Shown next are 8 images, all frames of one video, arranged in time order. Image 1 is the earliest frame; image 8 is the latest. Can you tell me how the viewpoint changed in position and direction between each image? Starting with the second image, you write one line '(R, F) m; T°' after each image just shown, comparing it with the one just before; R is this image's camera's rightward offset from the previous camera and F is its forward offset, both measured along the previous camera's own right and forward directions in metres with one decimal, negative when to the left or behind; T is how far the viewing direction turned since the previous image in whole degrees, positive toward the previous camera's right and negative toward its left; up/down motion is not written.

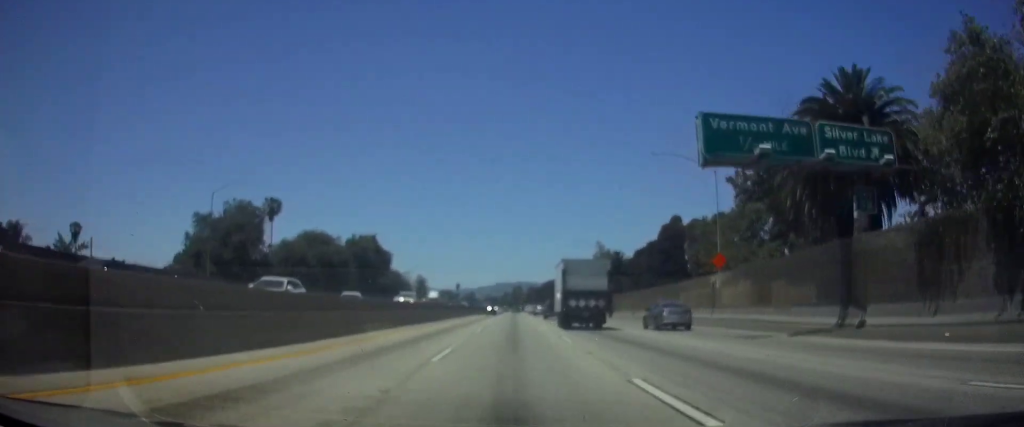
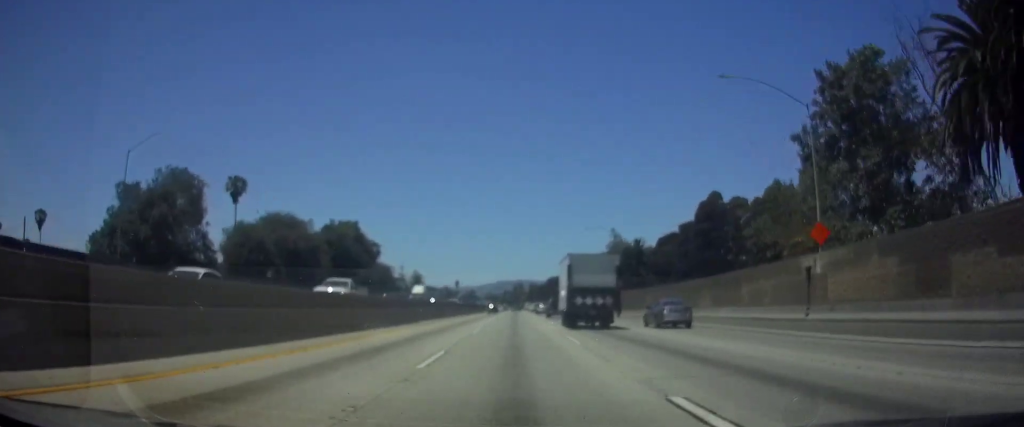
(-0.1, +17.1) m; 0°
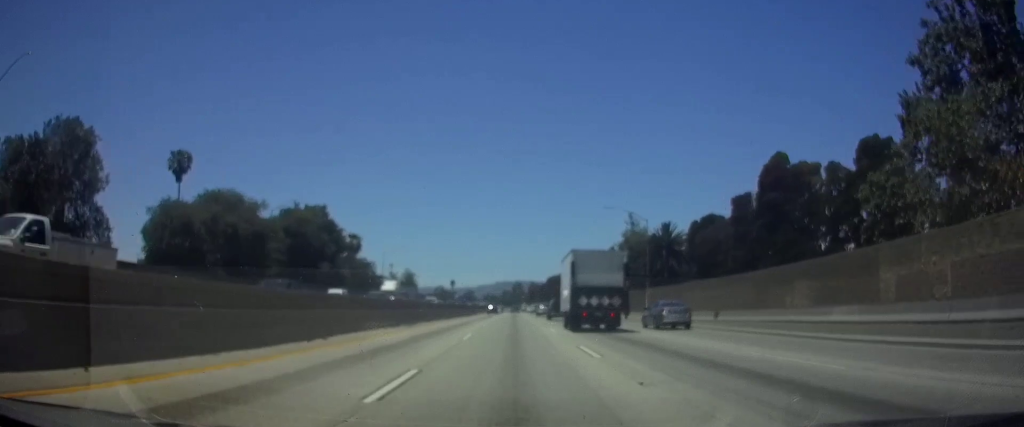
(+0.2, +19.1) m; 0°
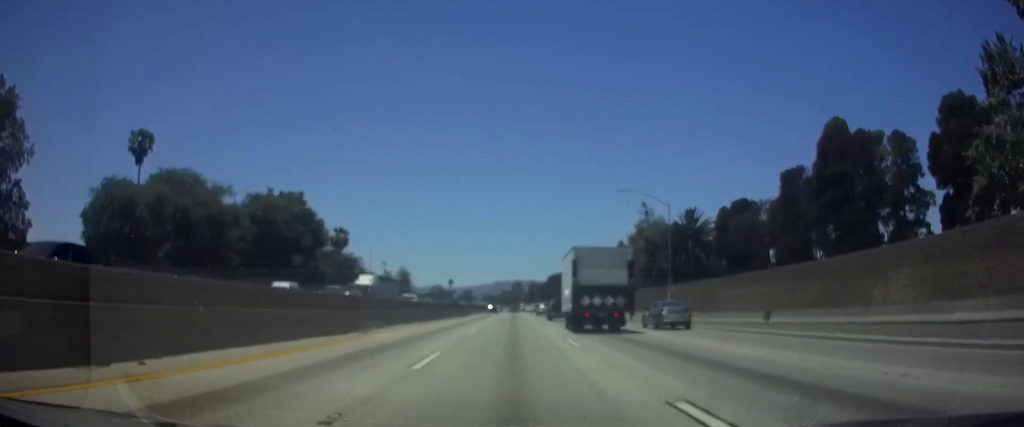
(0.0, +11.0) m; 0°
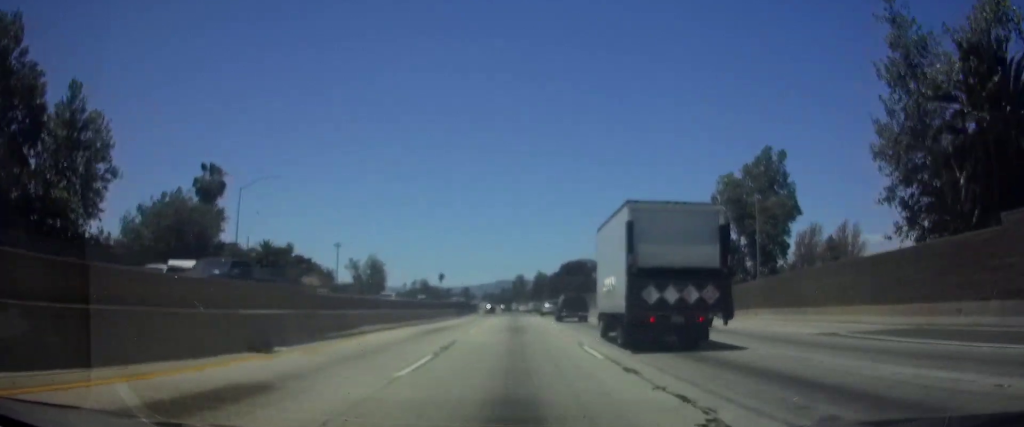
(-0.1, +60.7) m; 0°
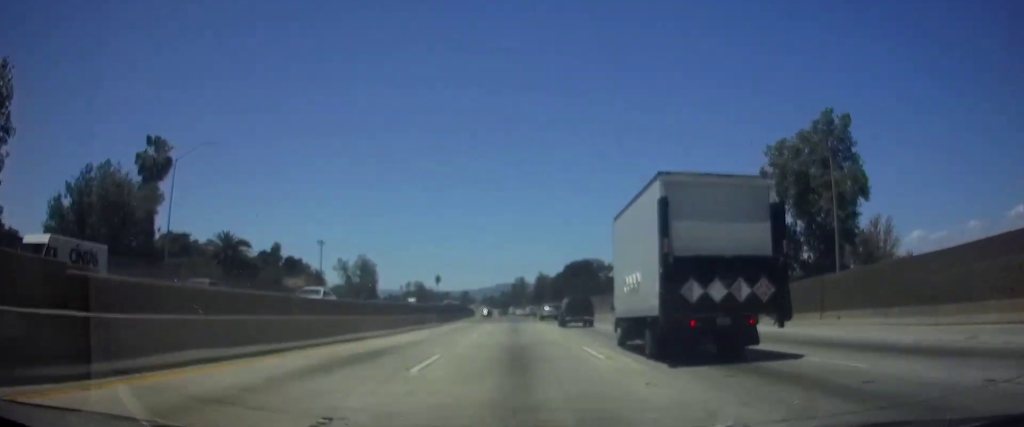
(0.0, +13.8) m; 0°
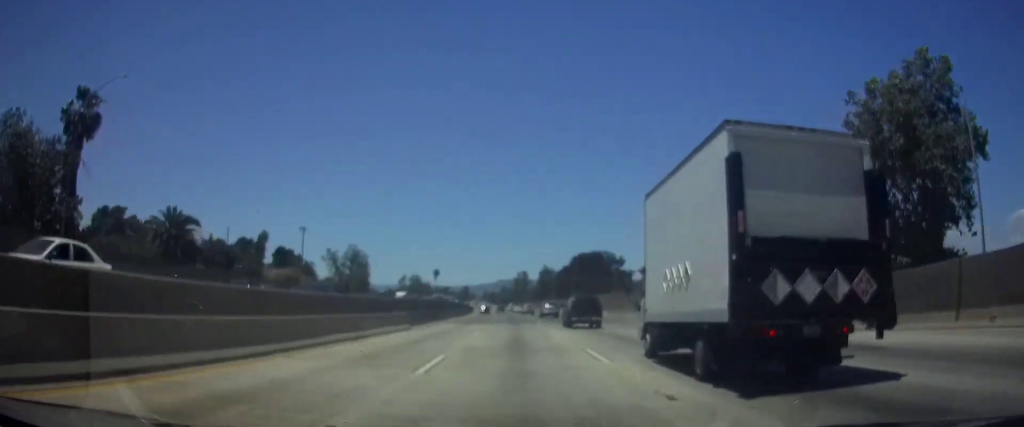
(0.0, +14.6) m; 0°
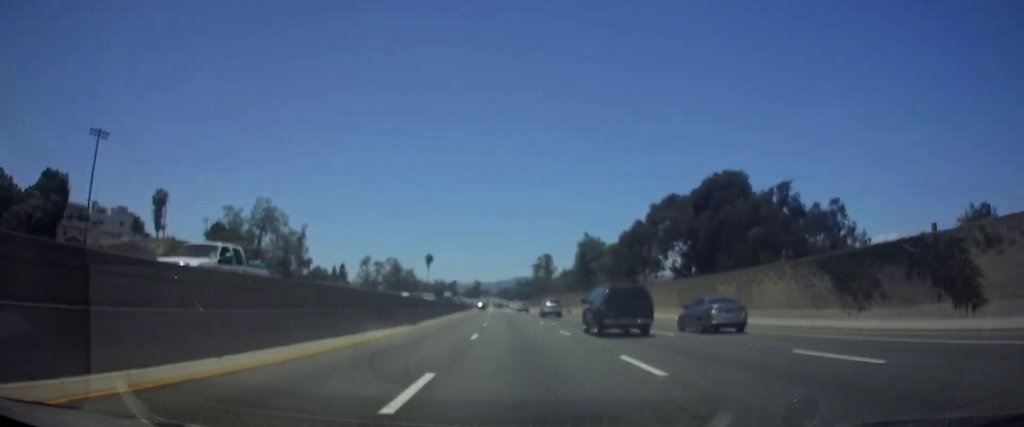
(-0.9, +77.3) m; -1°
